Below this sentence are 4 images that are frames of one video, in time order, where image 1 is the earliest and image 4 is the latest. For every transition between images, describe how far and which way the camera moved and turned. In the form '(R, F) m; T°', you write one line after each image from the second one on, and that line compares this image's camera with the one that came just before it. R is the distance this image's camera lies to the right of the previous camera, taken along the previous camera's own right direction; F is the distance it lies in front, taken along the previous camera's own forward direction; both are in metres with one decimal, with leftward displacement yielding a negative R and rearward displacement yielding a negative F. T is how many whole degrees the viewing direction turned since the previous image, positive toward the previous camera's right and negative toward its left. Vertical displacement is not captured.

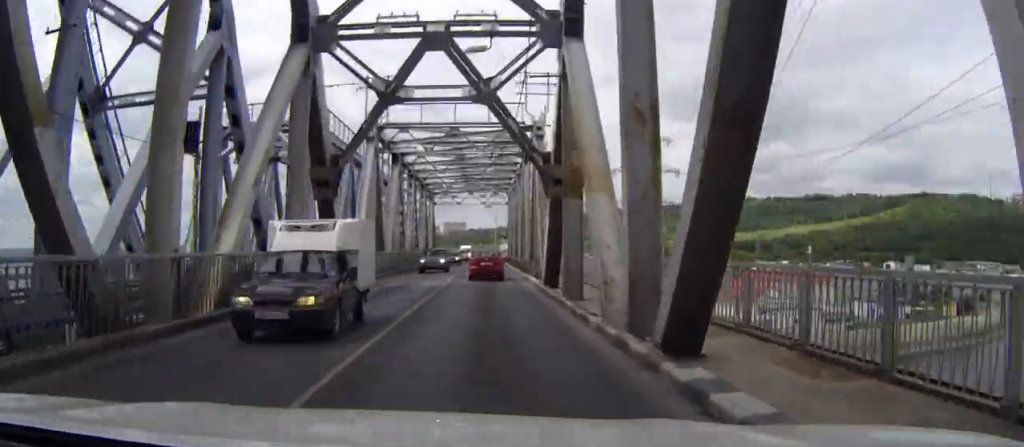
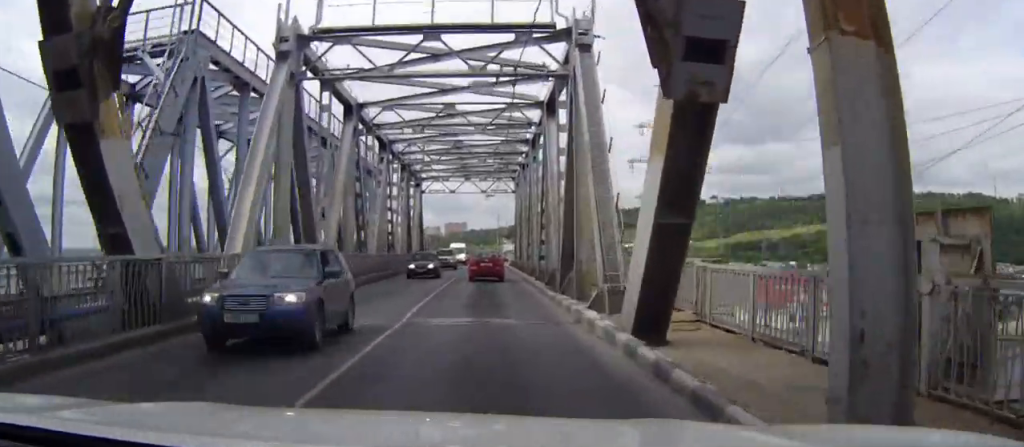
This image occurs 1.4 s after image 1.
(+0.1, +17.7) m; +2°
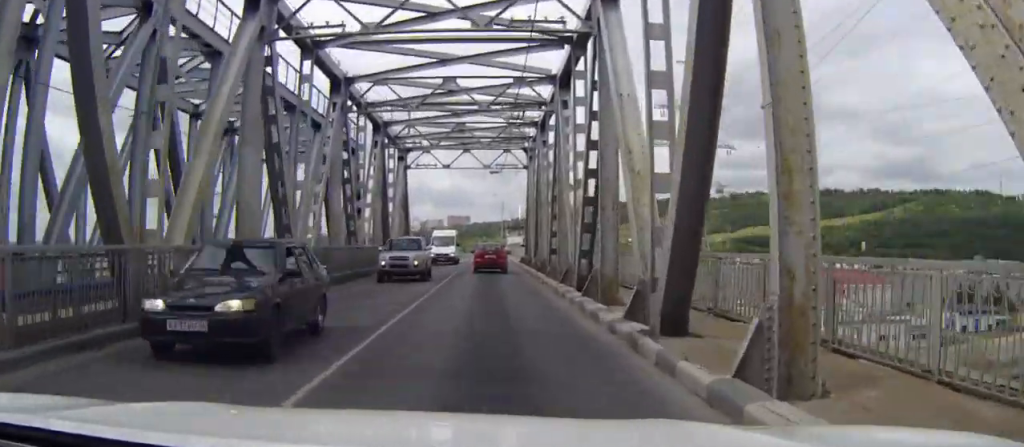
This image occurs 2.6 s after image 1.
(+0.3, +14.9) m; 0°
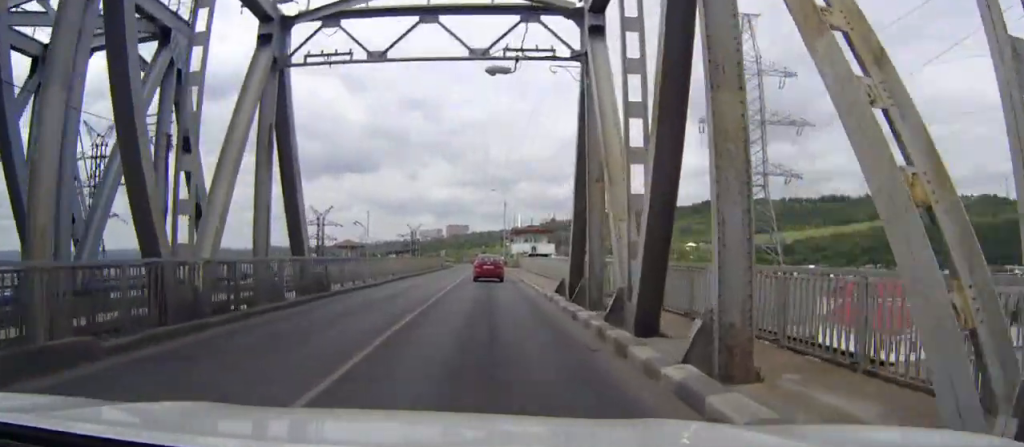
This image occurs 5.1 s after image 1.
(-0.7, +32.0) m; -2°
